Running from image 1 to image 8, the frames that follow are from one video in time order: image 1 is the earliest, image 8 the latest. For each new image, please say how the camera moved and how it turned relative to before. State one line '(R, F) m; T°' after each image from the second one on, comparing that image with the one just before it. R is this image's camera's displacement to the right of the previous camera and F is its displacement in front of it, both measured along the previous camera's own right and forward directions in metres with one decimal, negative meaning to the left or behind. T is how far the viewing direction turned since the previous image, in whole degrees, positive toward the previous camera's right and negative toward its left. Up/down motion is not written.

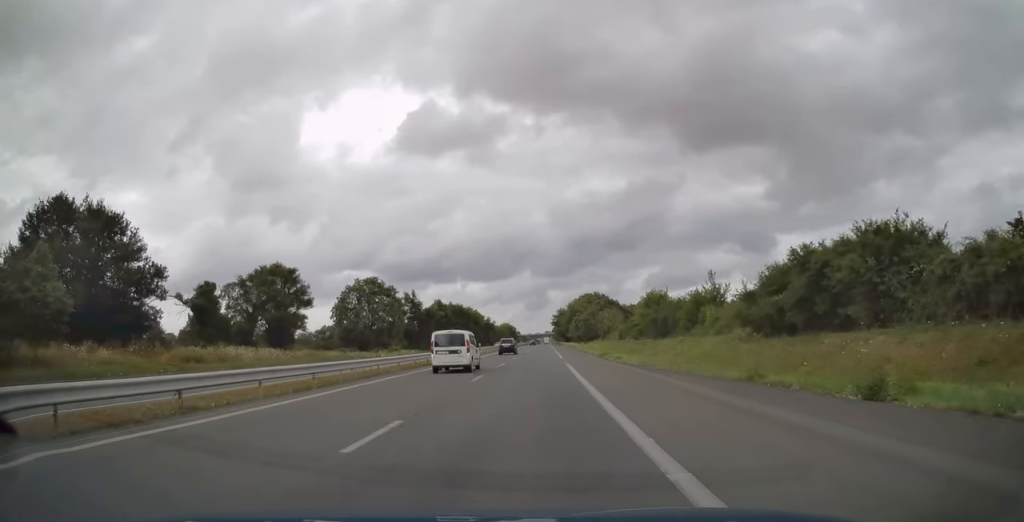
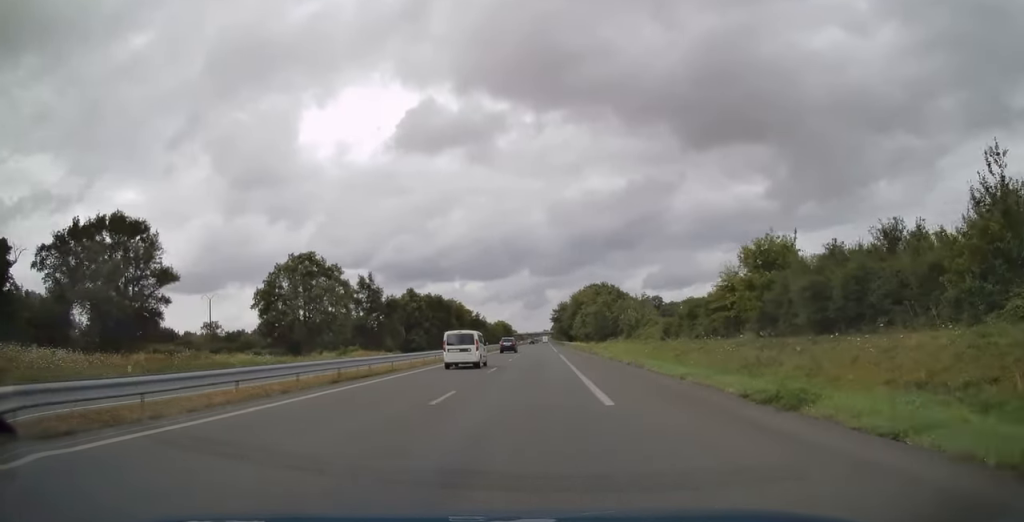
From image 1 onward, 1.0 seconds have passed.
(+0.2, +33.4) m; +1°
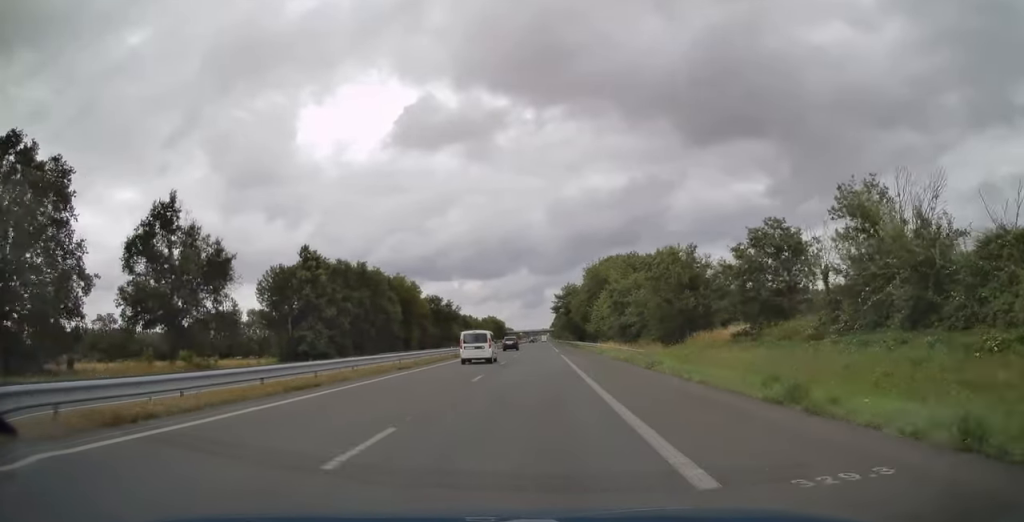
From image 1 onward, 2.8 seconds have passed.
(+0.5, +58.6) m; 0°
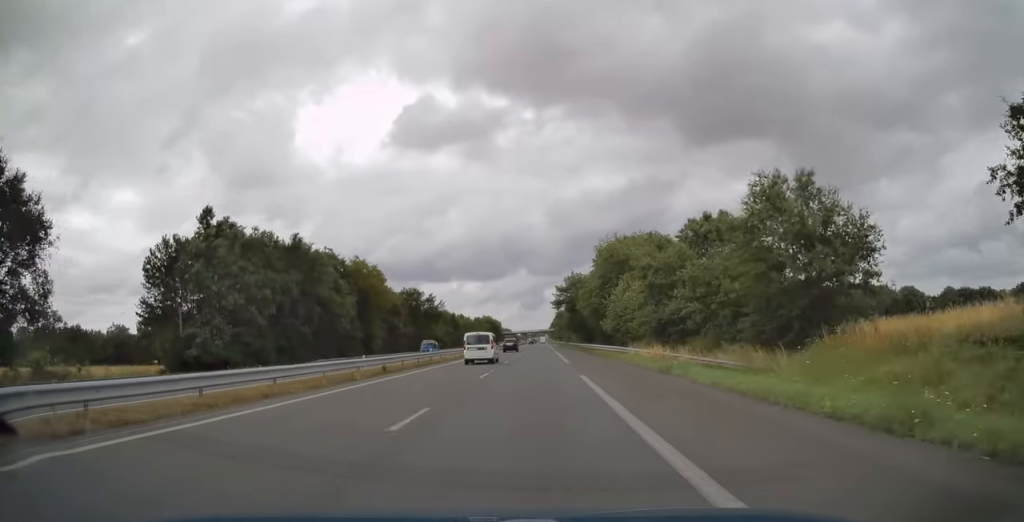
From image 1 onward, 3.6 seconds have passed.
(0.0, +23.1) m; 0°
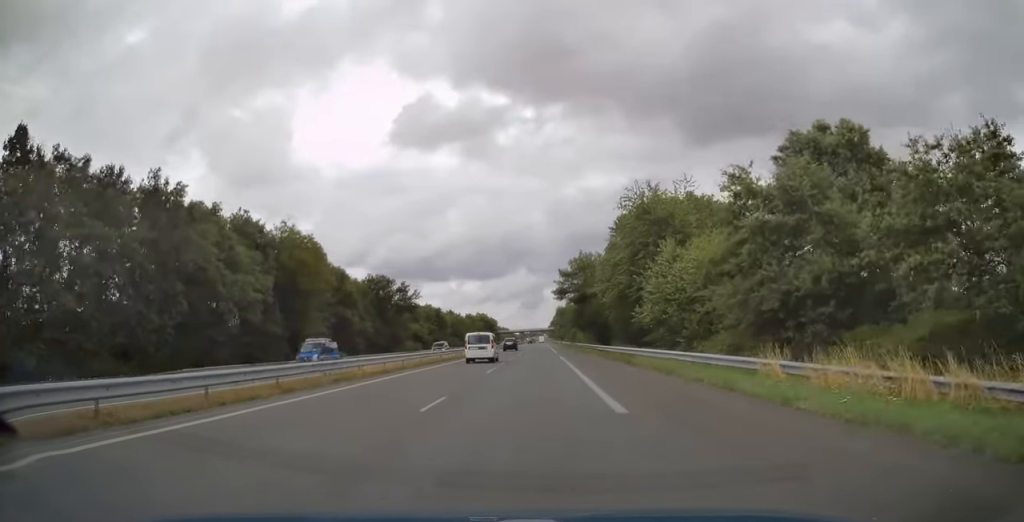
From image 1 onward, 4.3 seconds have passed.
(-0.1, +23.7) m; 0°
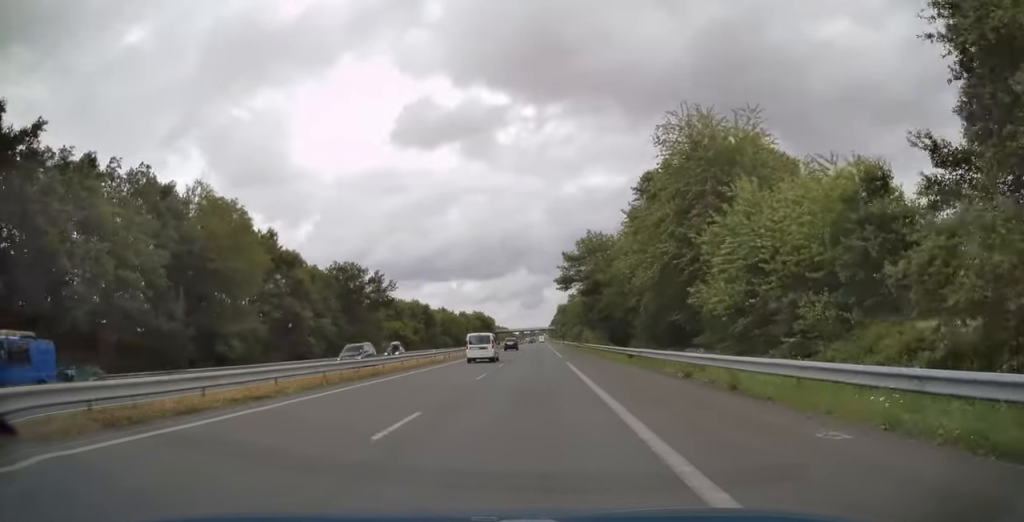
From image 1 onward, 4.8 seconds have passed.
(-0.2, +16.2) m; 0°
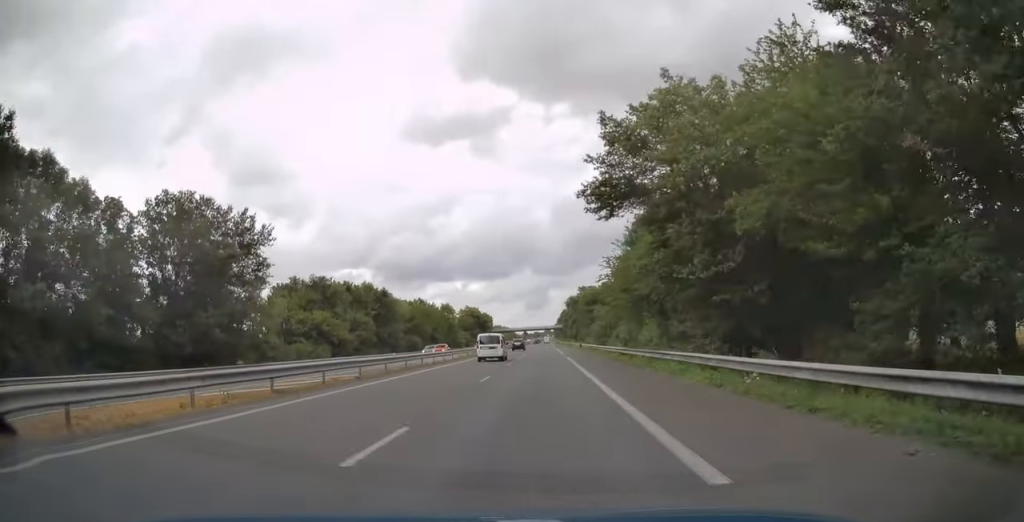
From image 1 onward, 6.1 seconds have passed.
(+0.4, +40.9) m; 0°
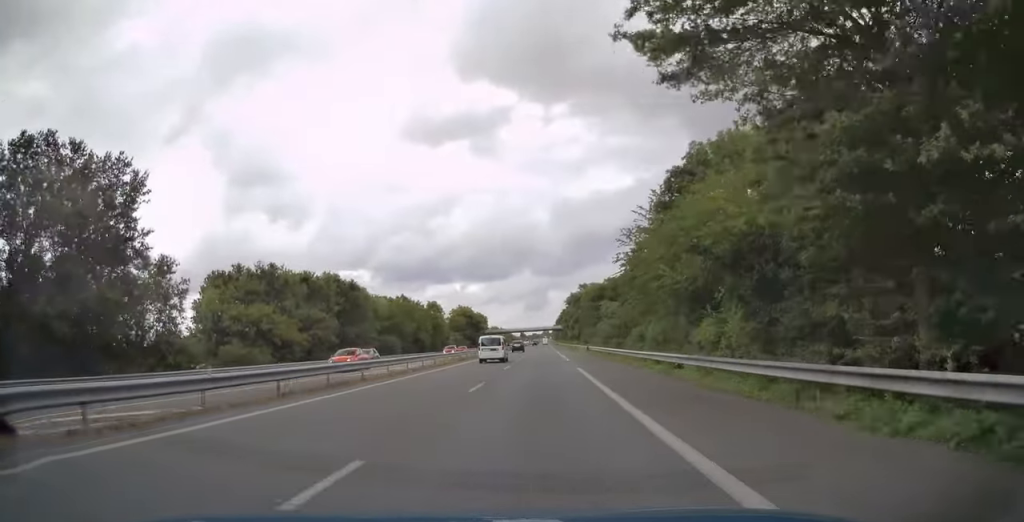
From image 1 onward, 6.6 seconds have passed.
(0.0, +15.6) m; 0°
